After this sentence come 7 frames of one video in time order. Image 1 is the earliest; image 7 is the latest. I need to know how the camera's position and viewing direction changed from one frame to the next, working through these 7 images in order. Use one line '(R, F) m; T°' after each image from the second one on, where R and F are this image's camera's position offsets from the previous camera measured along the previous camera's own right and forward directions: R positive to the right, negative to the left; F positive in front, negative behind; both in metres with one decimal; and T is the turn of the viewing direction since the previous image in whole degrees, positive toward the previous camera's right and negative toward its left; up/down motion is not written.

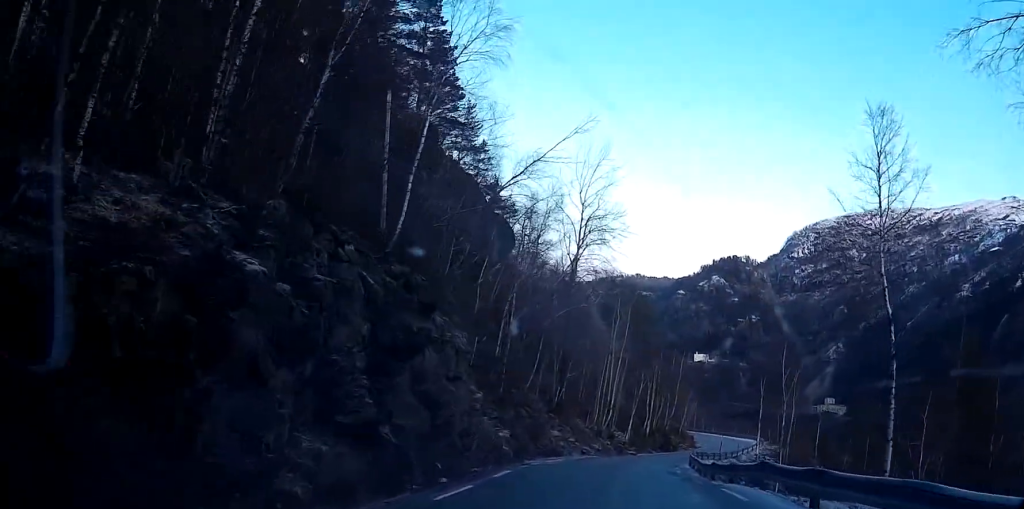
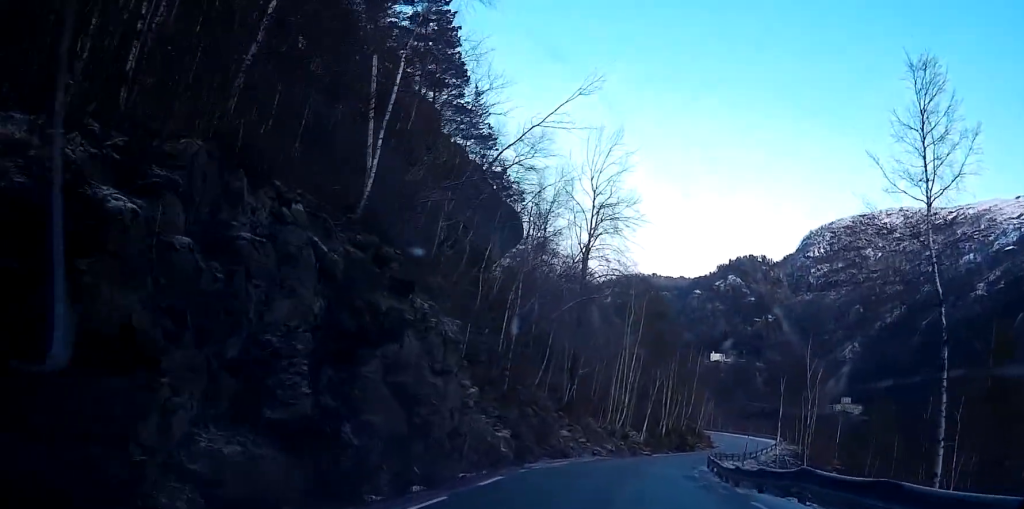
(0.0, +3.3) m; 0°
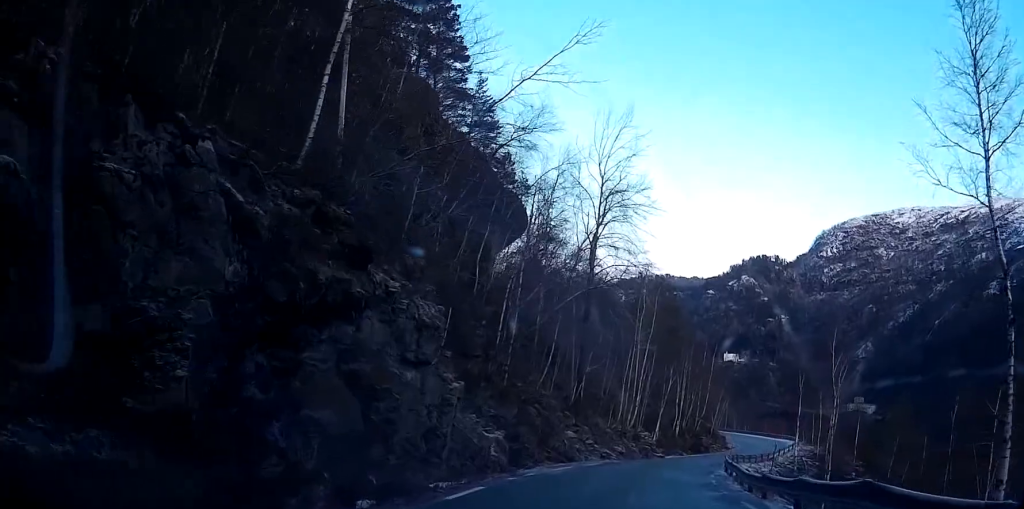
(+0.1, +3.6) m; +1°
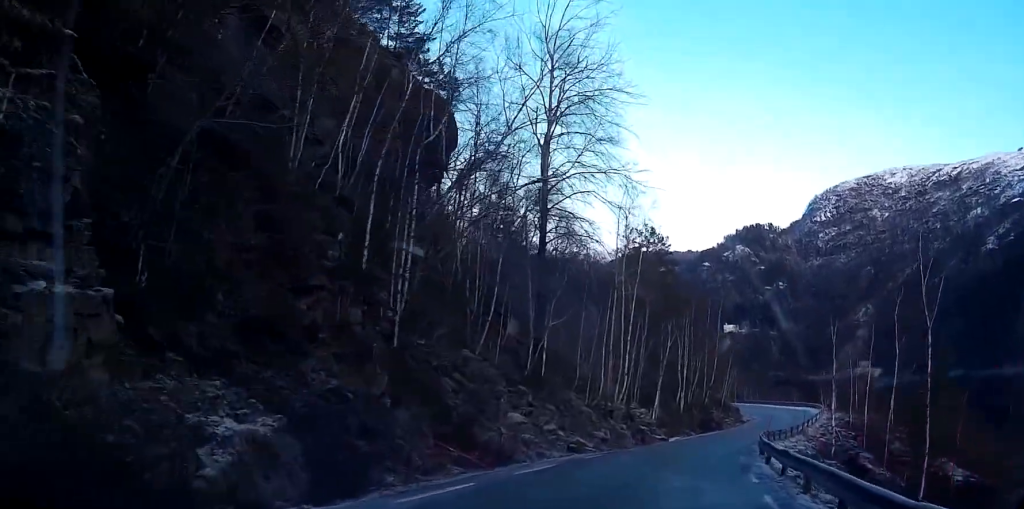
(-0.6, +15.8) m; -2°
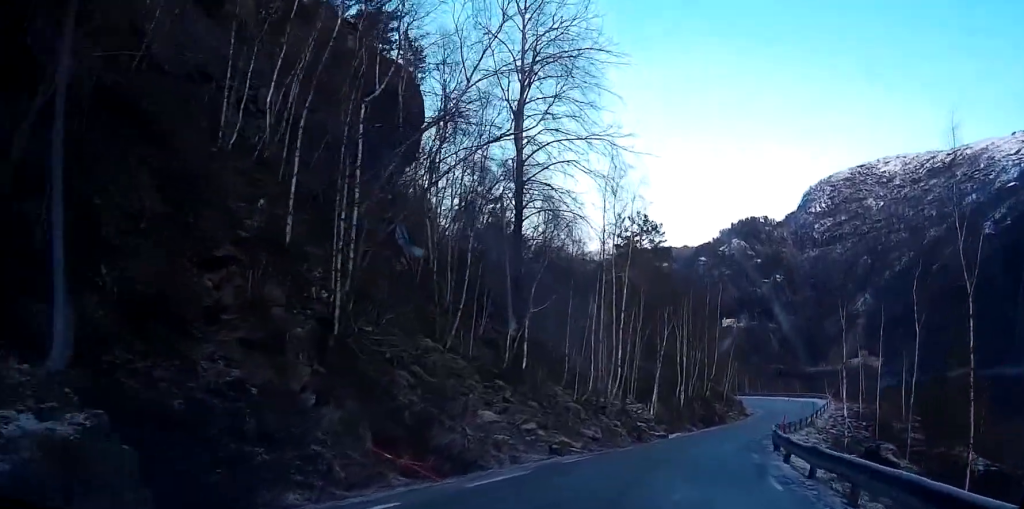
(+0.2, +4.3) m; +1°
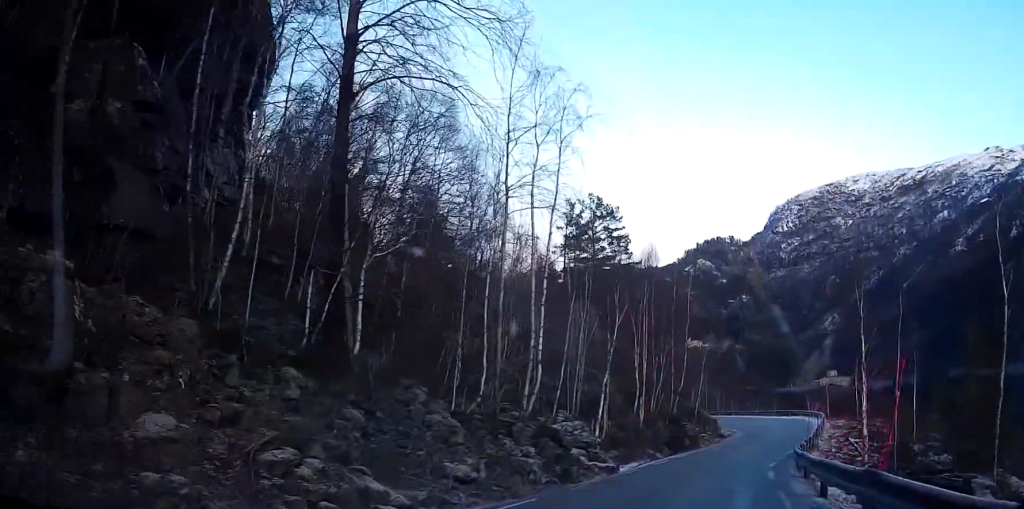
(+0.2, +14.7) m; +1°
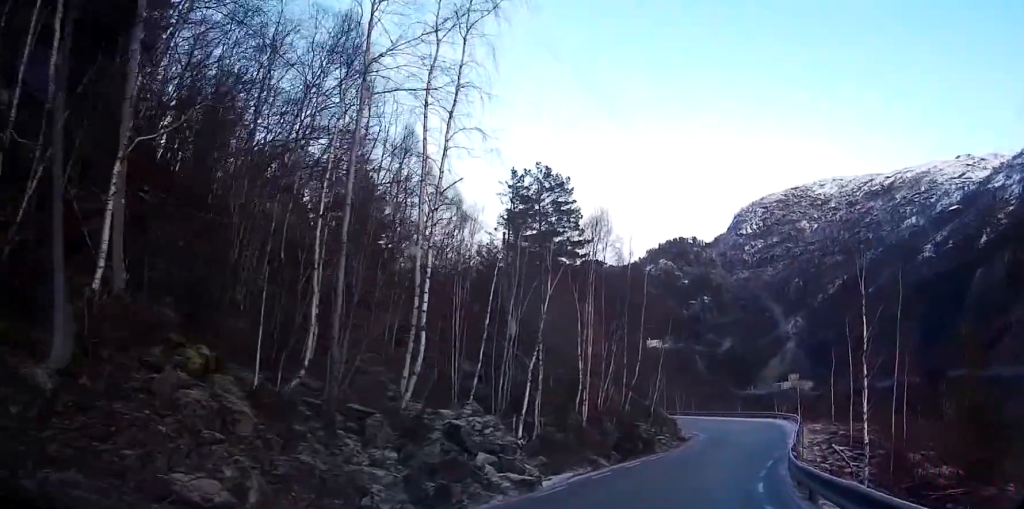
(-0.1, +8.2) m; 0°
